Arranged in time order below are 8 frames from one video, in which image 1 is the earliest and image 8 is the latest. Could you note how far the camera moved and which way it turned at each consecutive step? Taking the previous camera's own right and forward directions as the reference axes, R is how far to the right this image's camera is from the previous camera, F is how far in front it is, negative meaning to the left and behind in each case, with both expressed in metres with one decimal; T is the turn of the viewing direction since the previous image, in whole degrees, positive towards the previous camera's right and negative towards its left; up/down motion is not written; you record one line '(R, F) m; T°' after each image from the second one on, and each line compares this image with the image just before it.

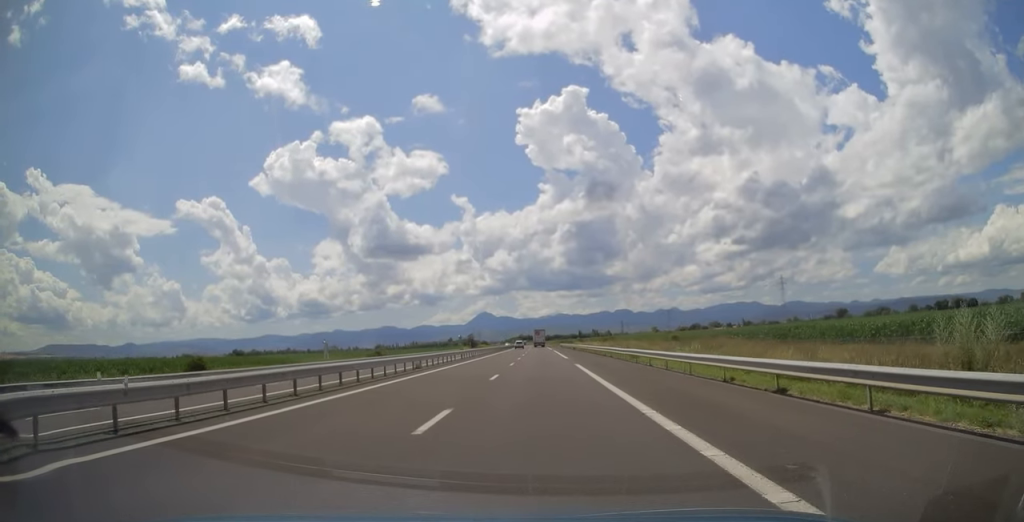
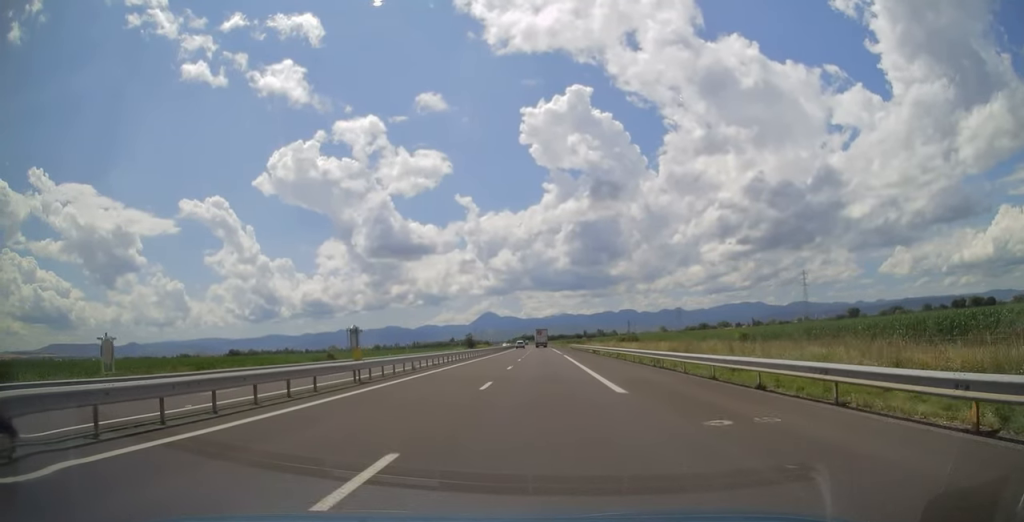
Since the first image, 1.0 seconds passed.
(0.0, +30.5) m; 0°
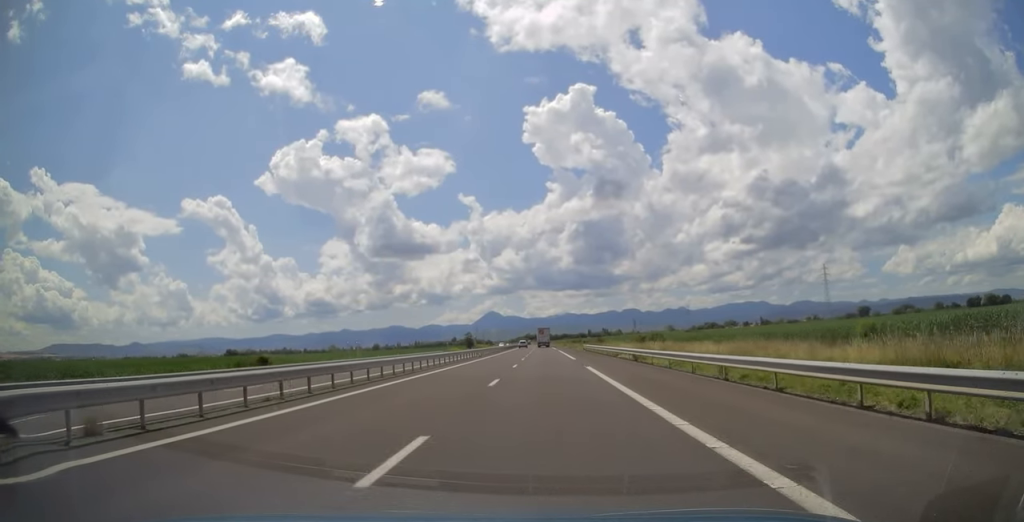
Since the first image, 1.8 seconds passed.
(+0.1, +24.8) m; 0°
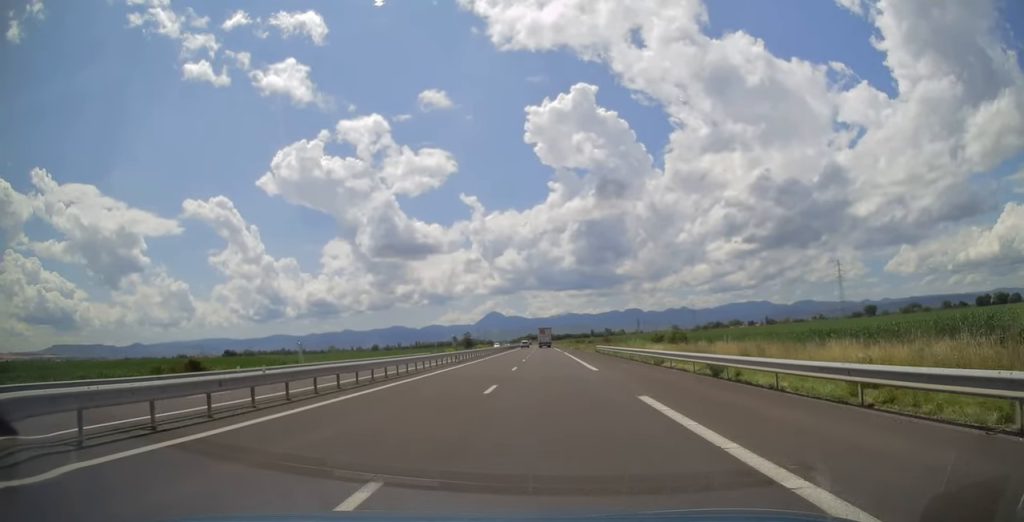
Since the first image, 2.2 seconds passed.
(-0.1, +15.8) m; 0°
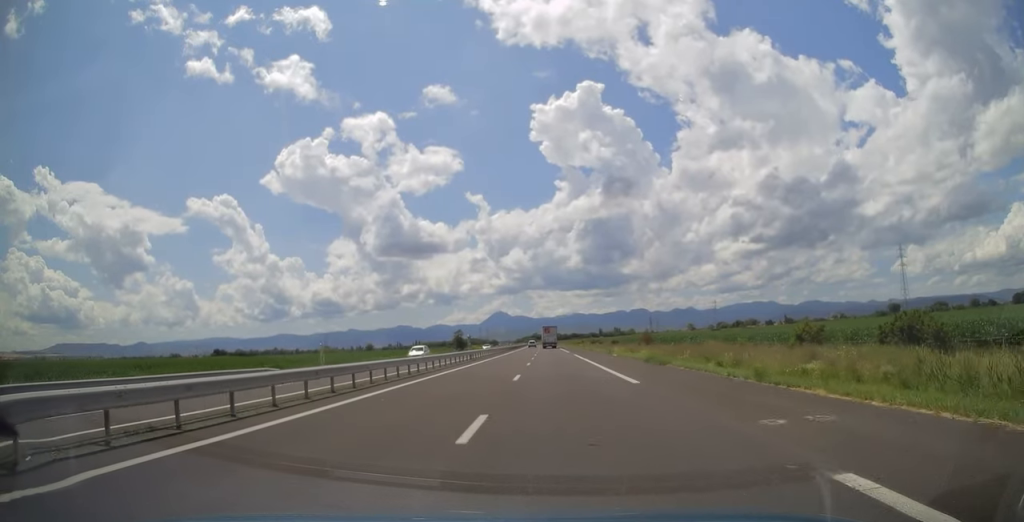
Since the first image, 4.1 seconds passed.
(-0.7, +59.9) m; -1°
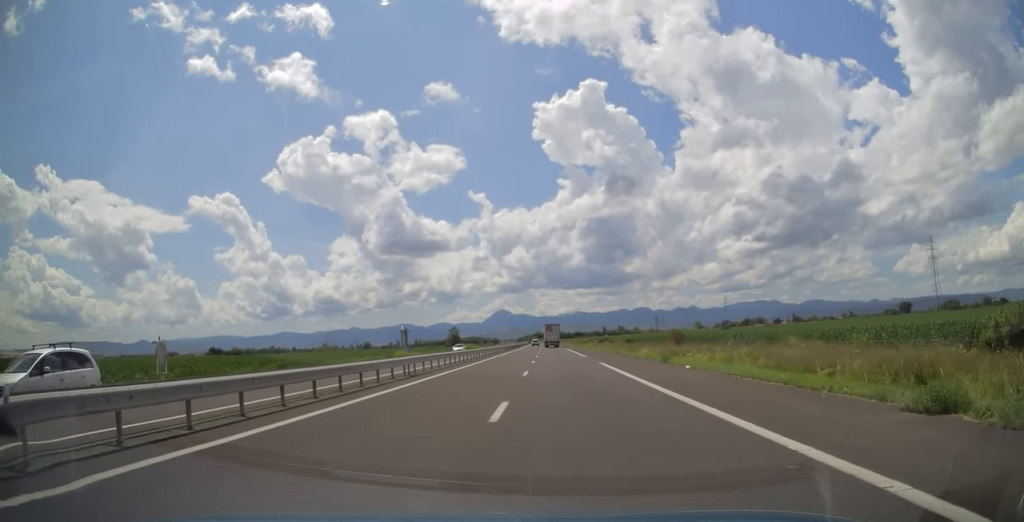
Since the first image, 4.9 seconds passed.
(0.0, +23.9) m; 0°
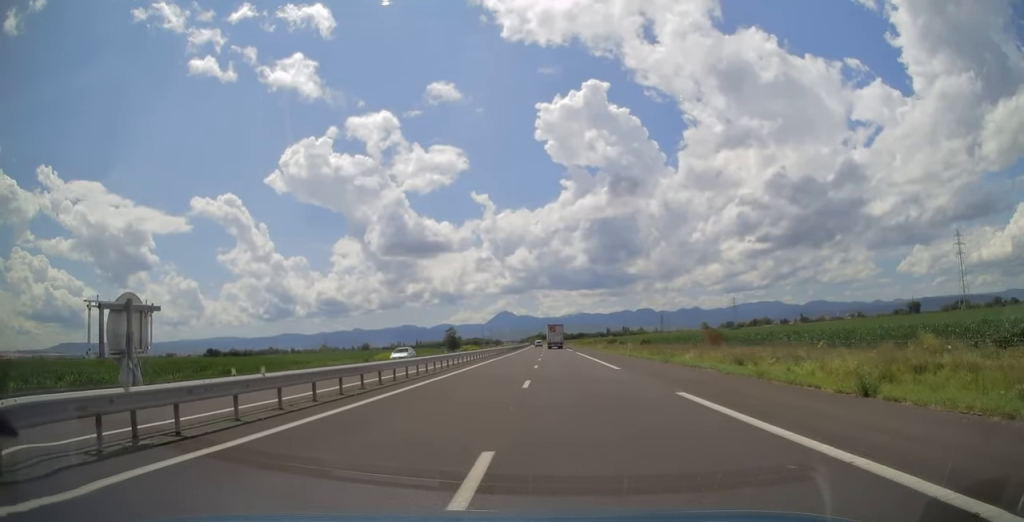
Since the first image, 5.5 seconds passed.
(+0.2, +18.7) m; 0°
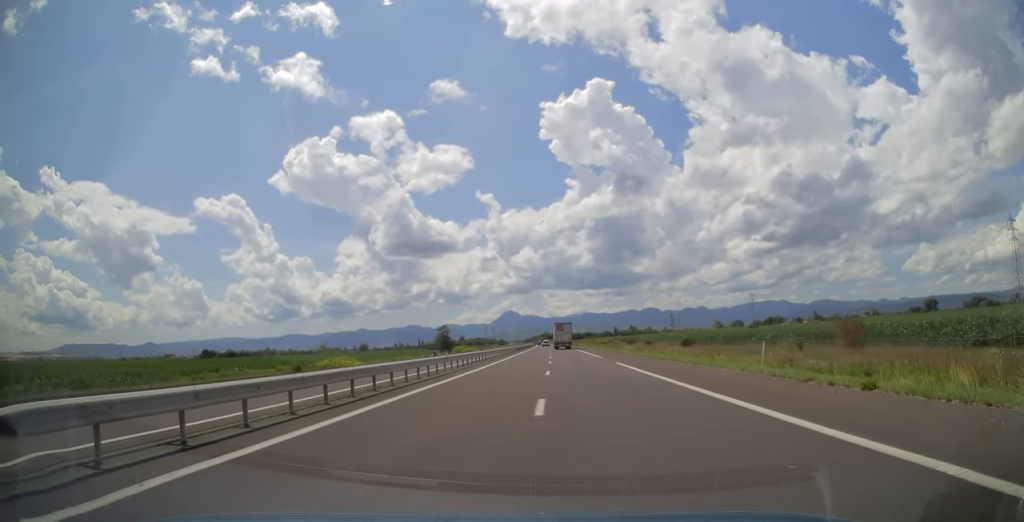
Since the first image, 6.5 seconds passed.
(-0.4, +32.6) m; -1°
